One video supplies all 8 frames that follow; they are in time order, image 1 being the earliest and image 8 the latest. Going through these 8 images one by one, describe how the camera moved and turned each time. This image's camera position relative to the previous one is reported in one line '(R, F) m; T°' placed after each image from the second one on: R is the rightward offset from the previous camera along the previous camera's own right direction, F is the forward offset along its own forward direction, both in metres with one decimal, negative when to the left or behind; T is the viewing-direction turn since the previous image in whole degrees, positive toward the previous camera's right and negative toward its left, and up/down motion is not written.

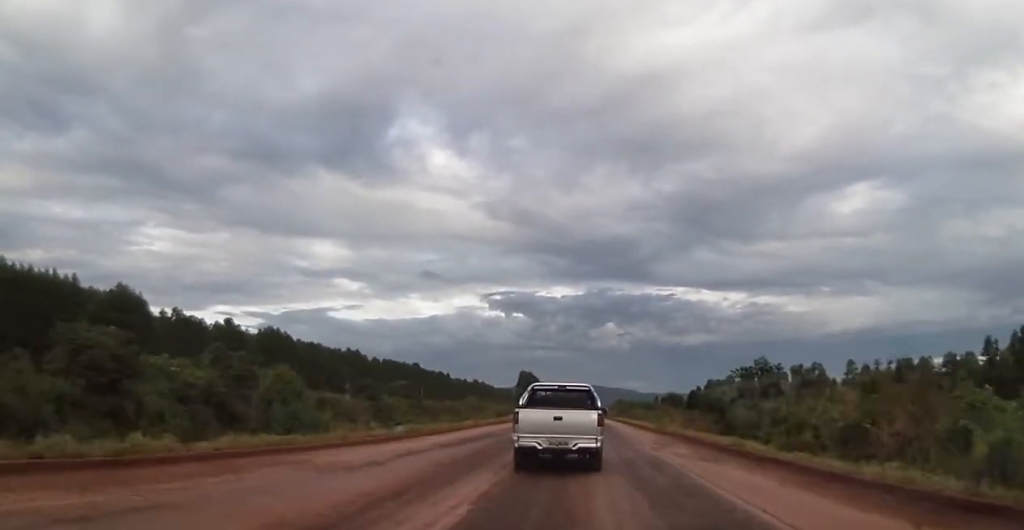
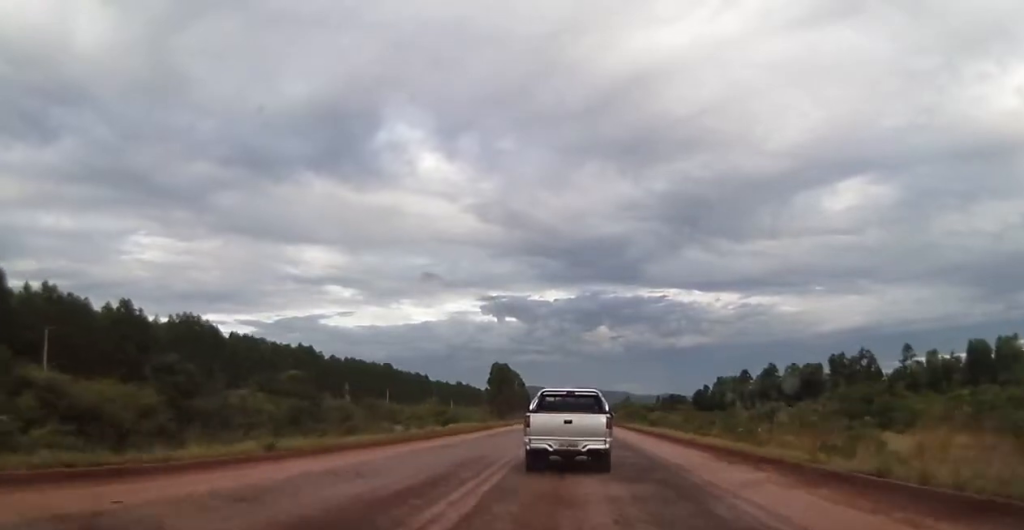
(-0.3, +34.7) m; +1°
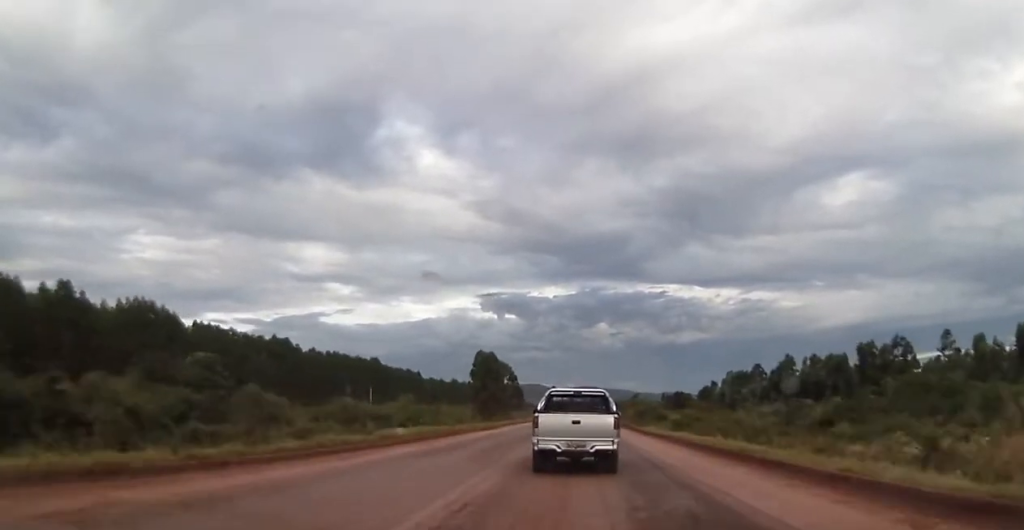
(+0.6, +16.5) m; +1°
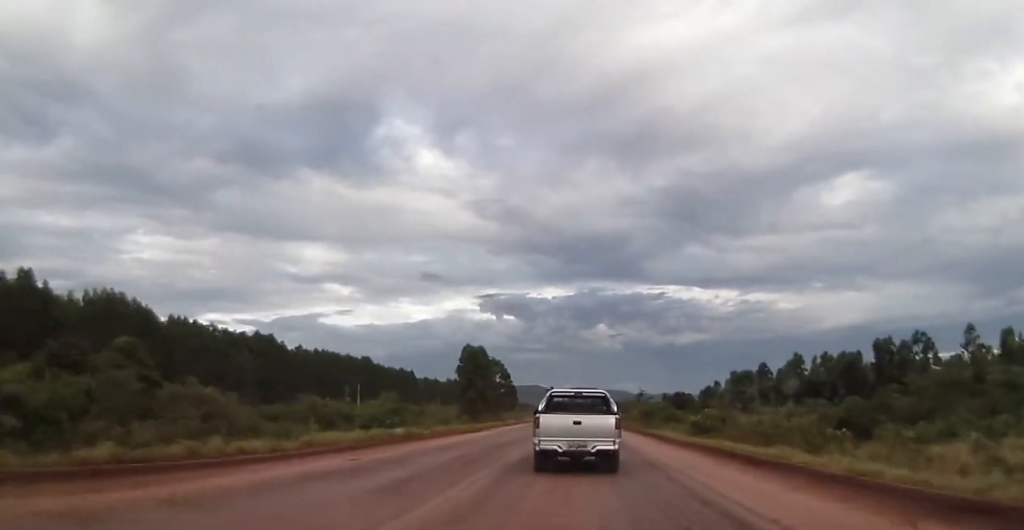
(-0.2, +8.8) m; -1°
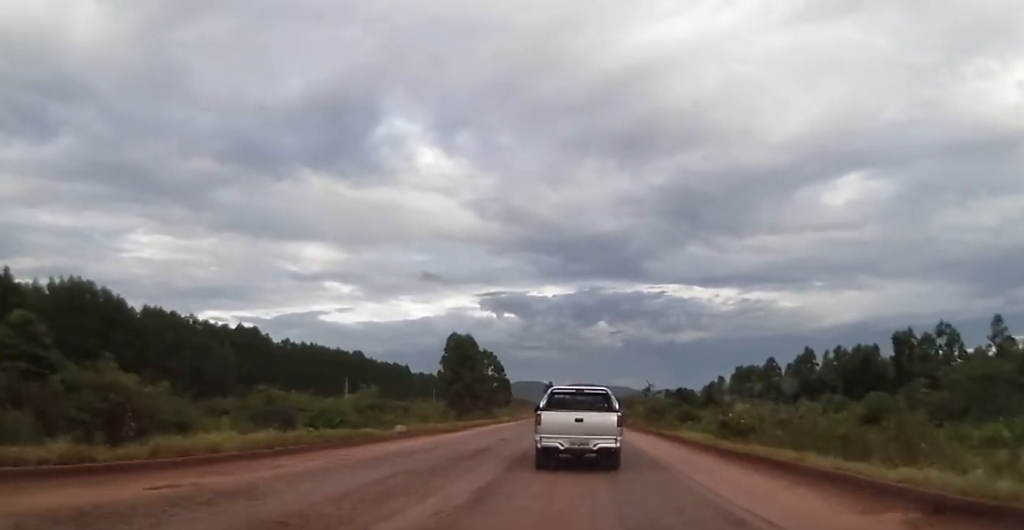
(-0.1, +8.8) m; -1°
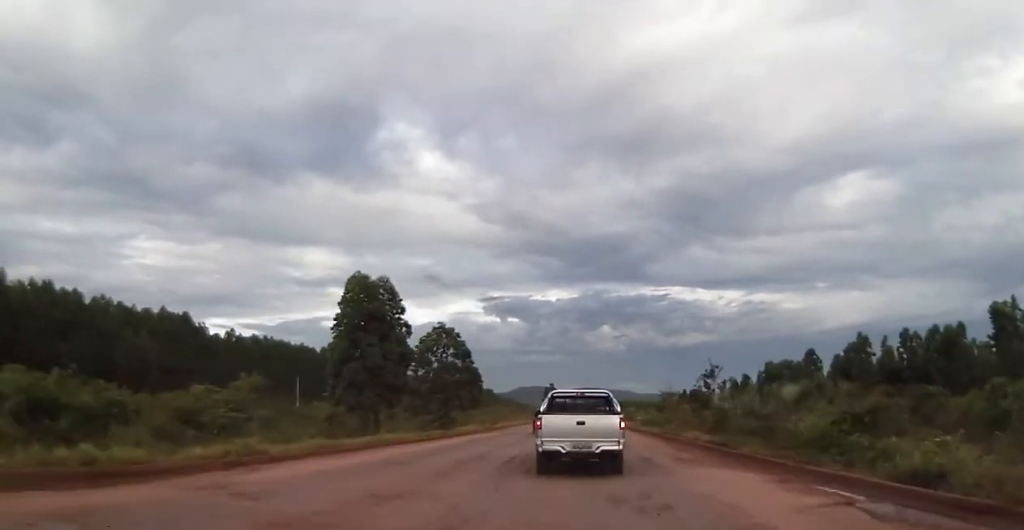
(+0.1, +32.7) m; +1°
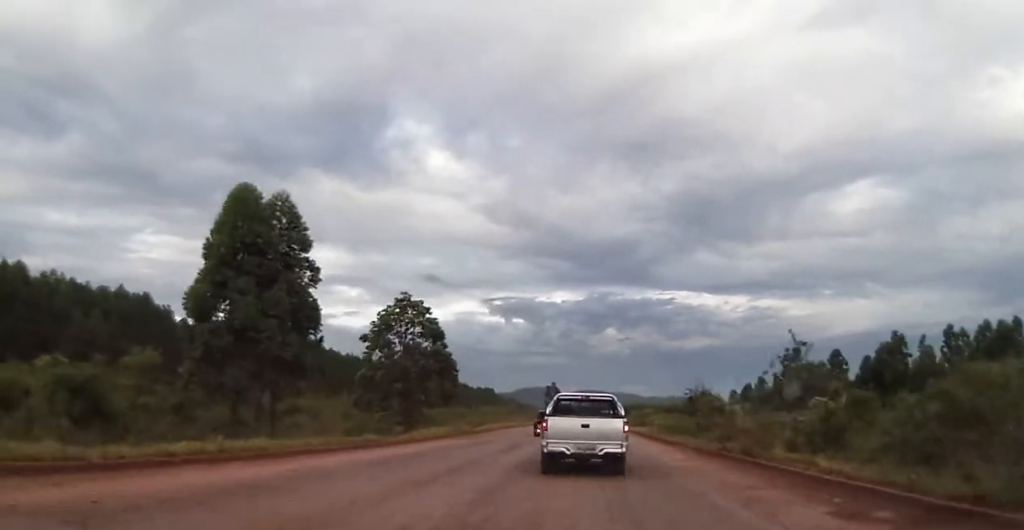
(+0.1, +16.1) m; 0°
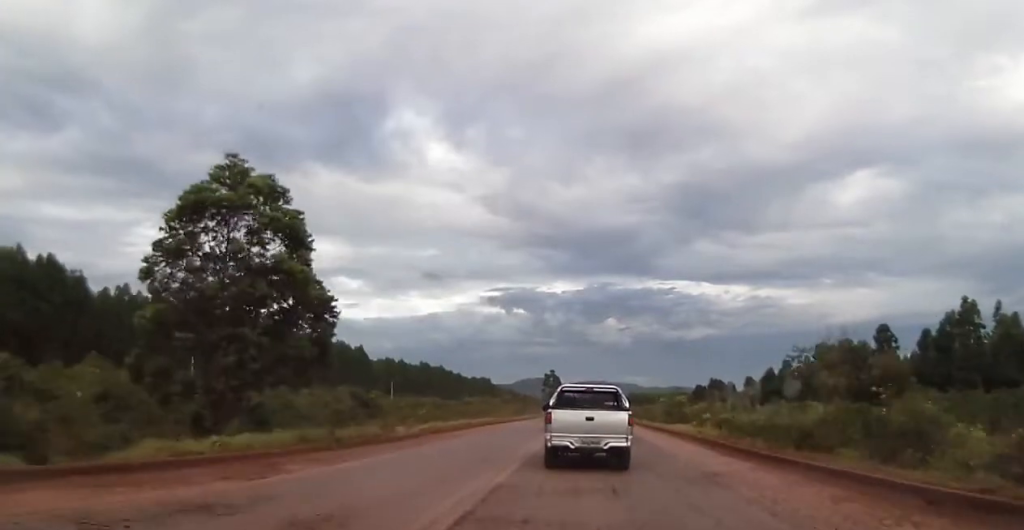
(-0.3, +27.0) m; -1°
